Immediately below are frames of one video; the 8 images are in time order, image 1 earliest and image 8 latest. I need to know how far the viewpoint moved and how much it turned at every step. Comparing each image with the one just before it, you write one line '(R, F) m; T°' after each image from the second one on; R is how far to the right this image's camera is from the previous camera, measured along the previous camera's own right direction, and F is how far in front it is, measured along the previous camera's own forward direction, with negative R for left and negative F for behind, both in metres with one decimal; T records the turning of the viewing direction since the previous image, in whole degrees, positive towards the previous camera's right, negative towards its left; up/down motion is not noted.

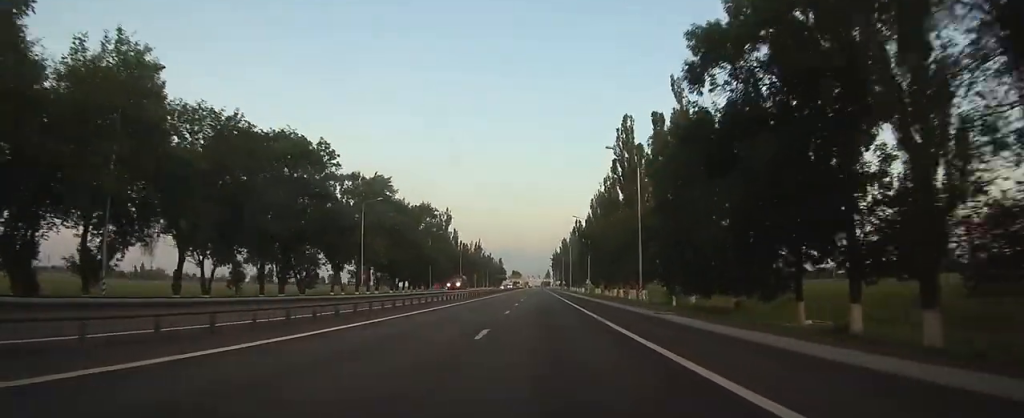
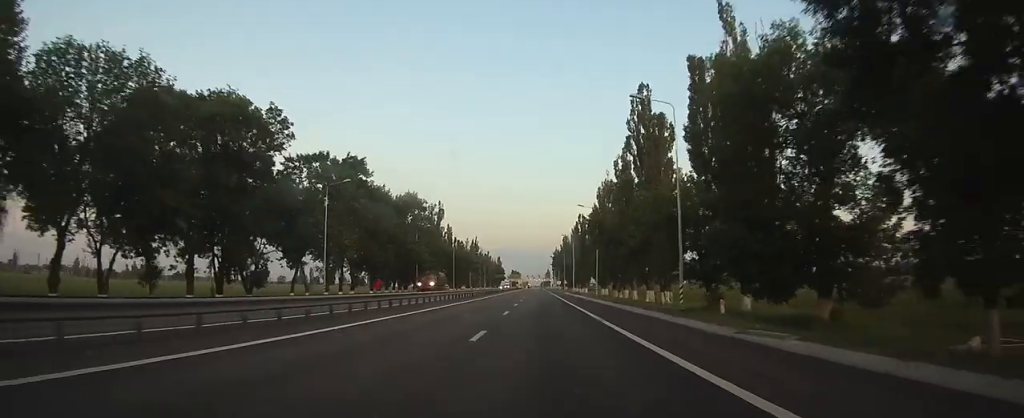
(0.0, +12.4) m; 0°
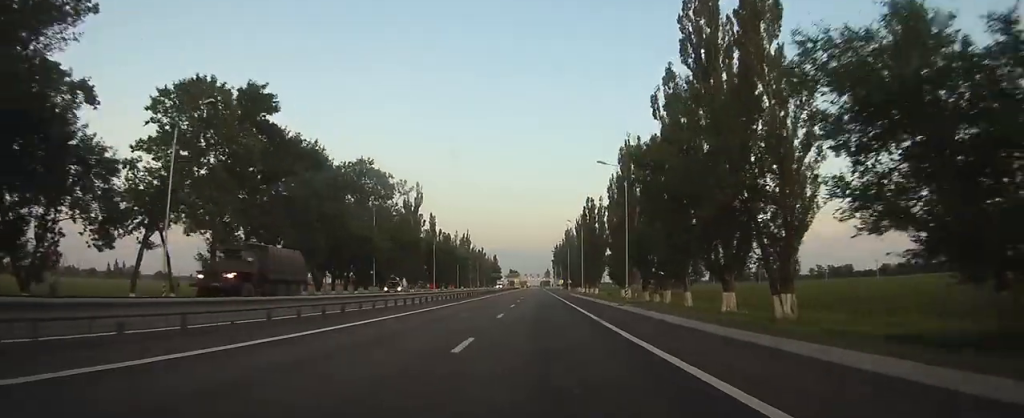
(0.0, +26.1) m; 0°
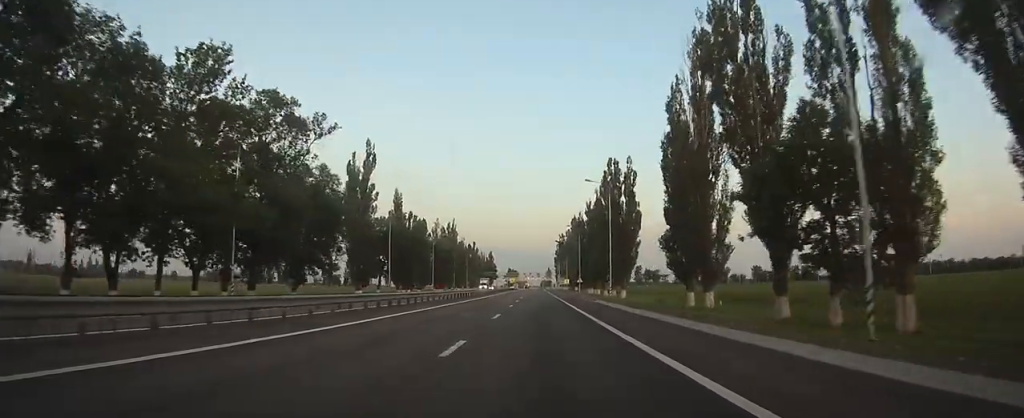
(+0.1, +36.4) m; 0°
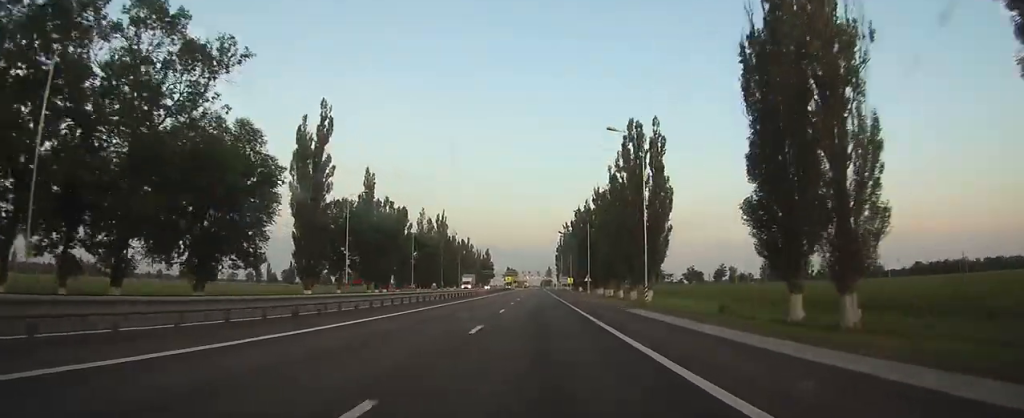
(0.0, +18.9) m; 0°
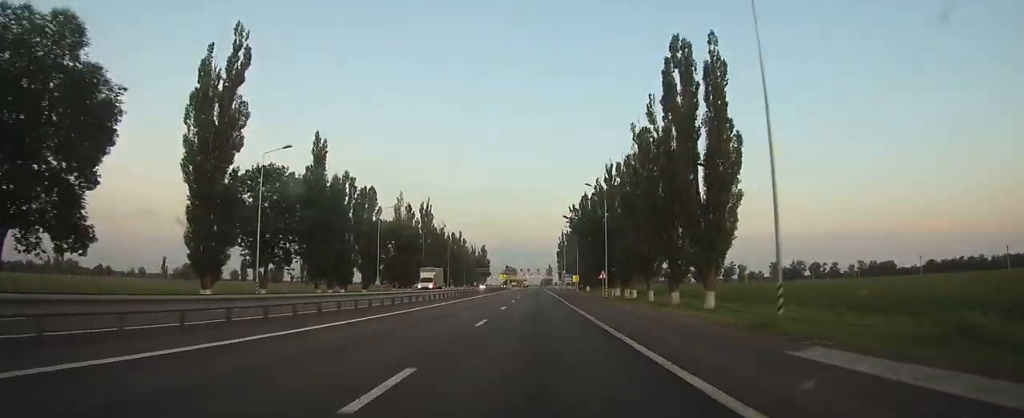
(0.0, +21.6) m; 0°
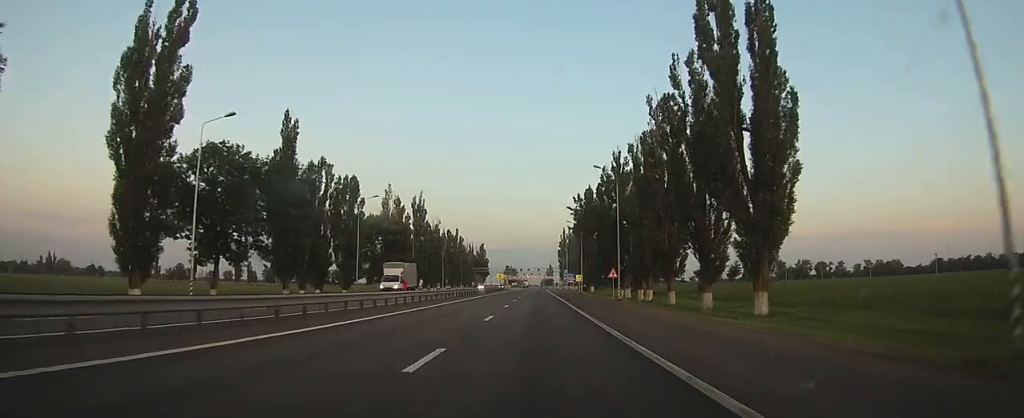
(0.0, +9.3) m; 0°
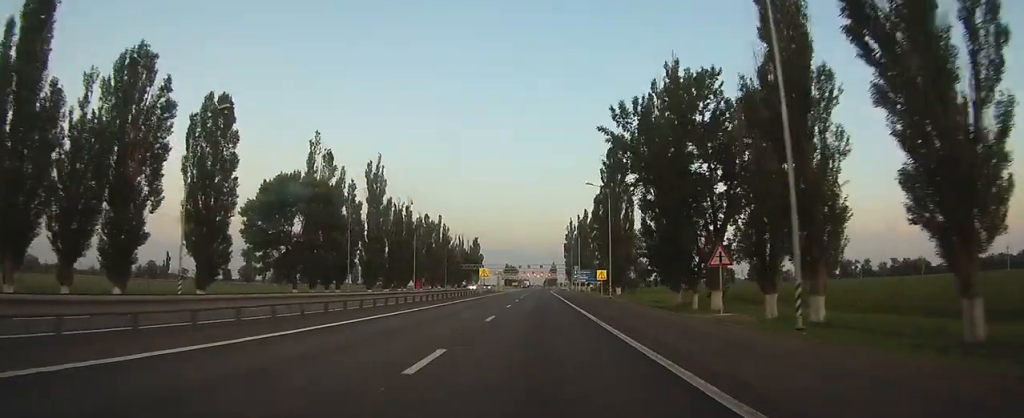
(0.0, +36.7) m; 0°
